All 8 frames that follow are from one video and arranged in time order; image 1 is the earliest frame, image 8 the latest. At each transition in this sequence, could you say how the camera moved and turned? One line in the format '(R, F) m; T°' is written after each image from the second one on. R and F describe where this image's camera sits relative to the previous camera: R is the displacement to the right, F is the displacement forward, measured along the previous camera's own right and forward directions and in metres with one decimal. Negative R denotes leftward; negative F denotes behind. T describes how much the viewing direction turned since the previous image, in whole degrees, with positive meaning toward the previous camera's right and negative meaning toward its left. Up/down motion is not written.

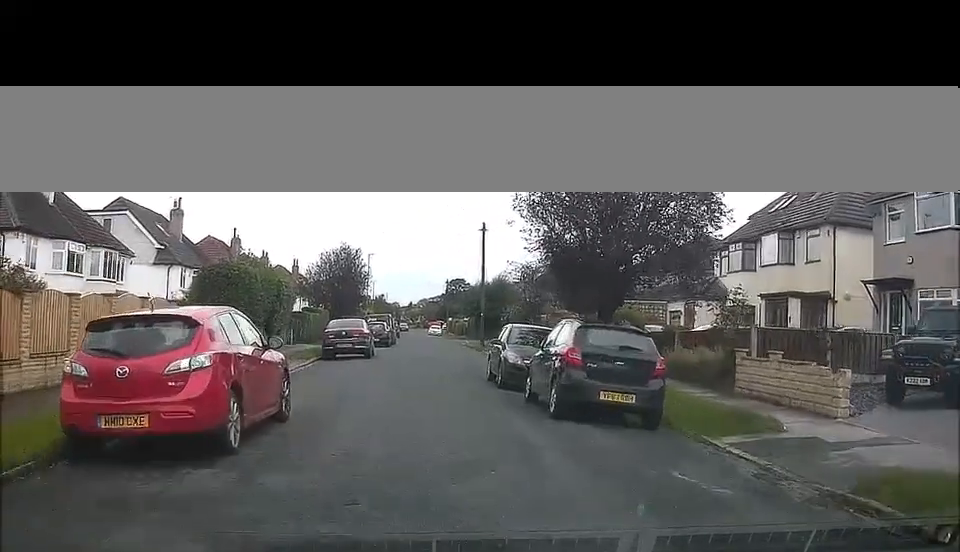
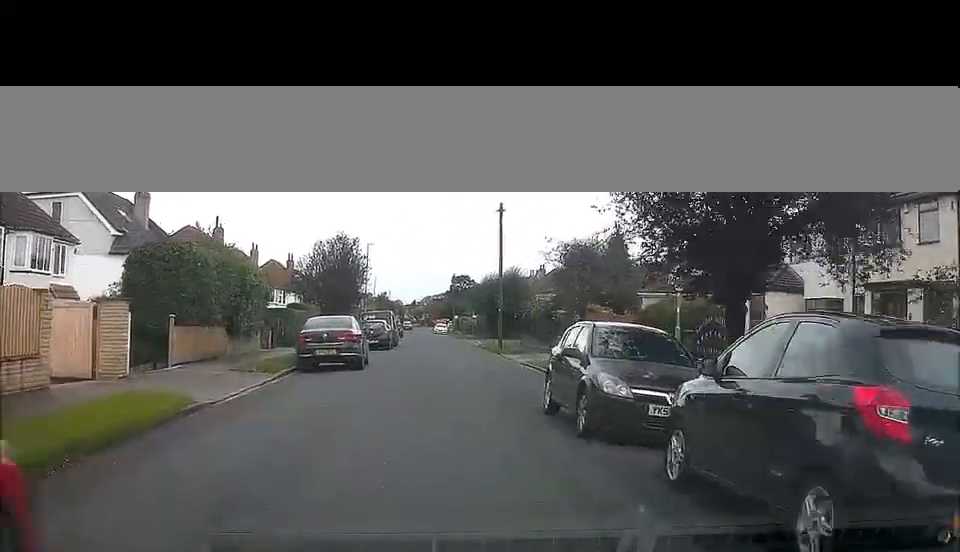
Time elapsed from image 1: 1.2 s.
(0.0, +8.2) m; -1°
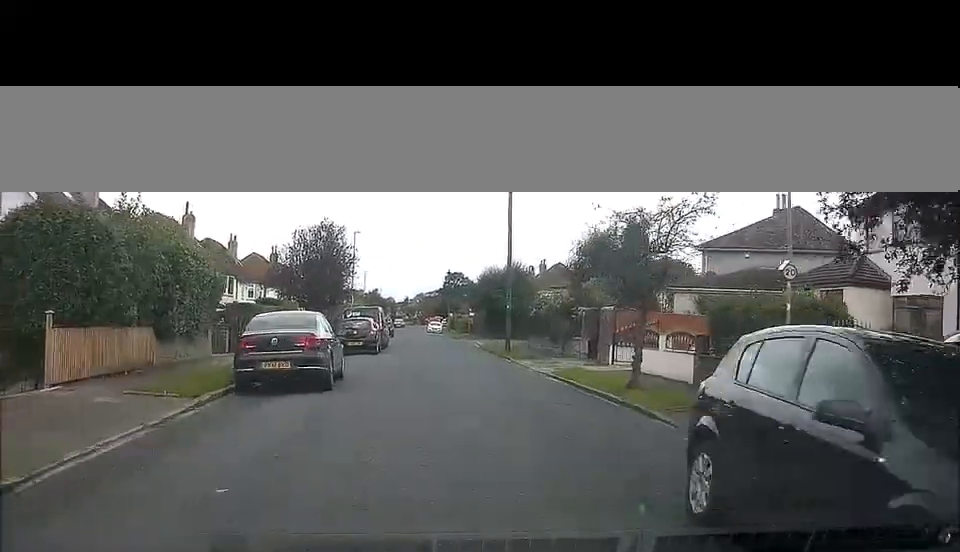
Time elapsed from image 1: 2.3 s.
(-0.1, +7.4) m; -1°
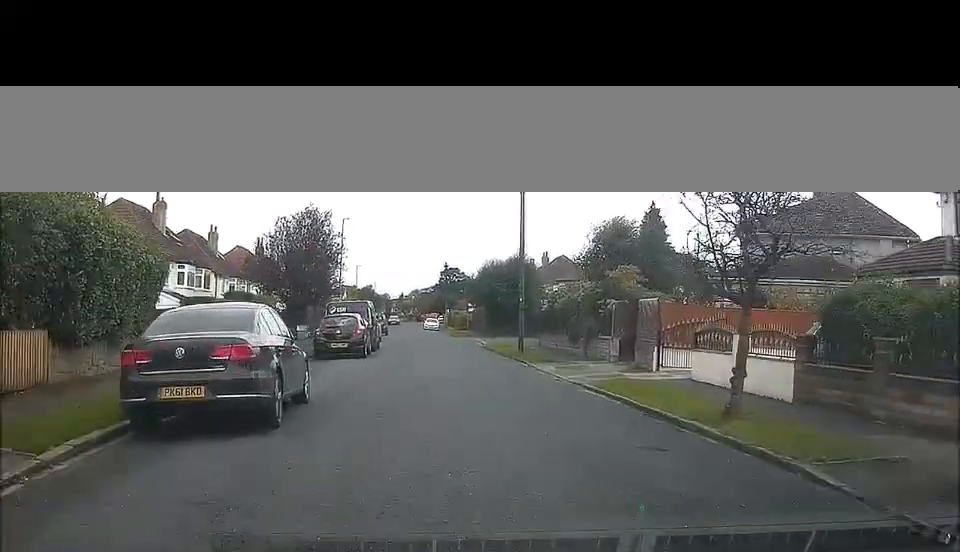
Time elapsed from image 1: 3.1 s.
(0.0, +6.3) m; 0°
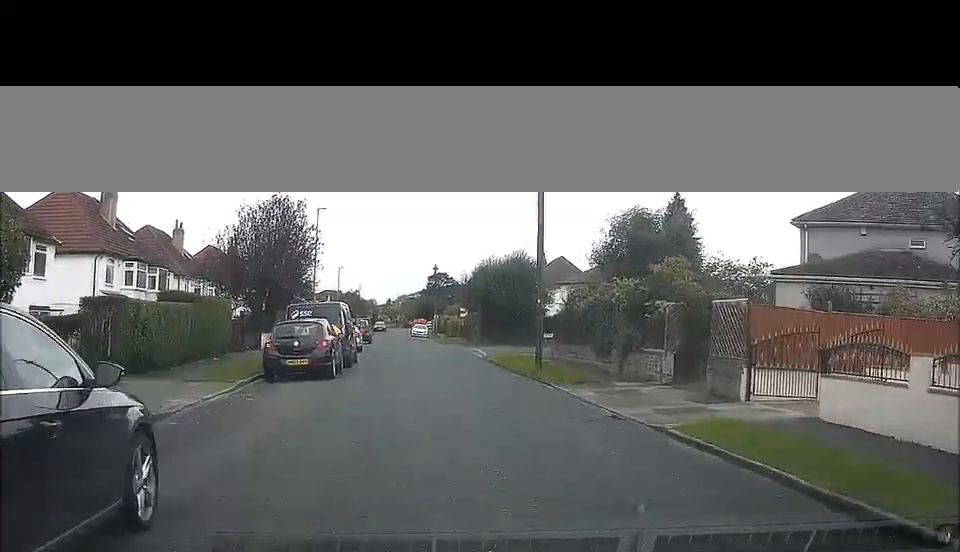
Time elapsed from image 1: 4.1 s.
(0.0, +7.8) m; 0°
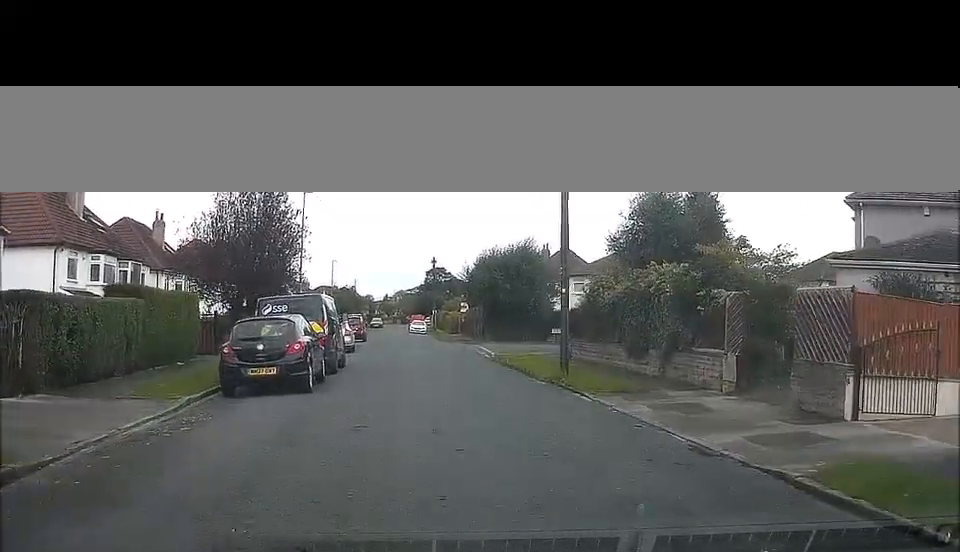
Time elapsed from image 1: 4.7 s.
(0.0, +4.7) m; 0°
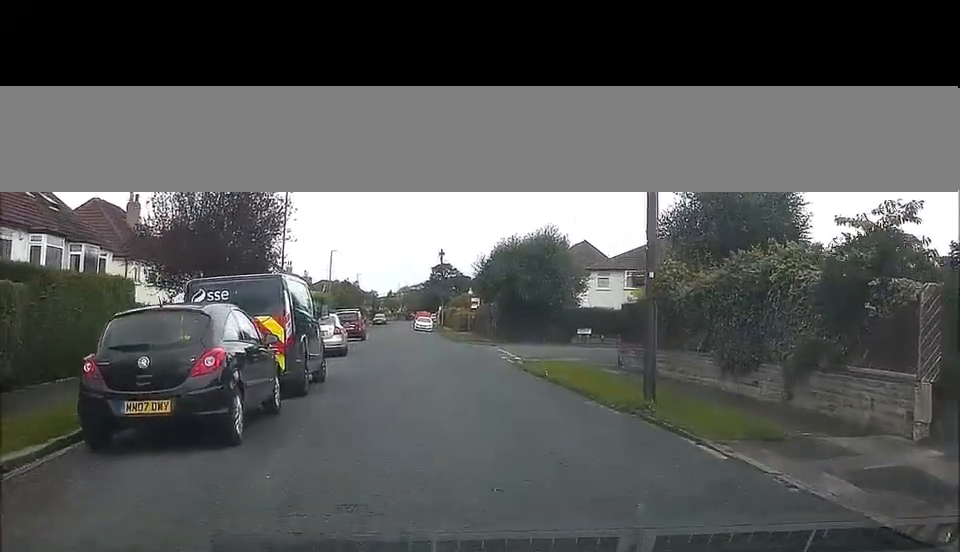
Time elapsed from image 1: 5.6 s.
(0.0, +7.4) m; -1°
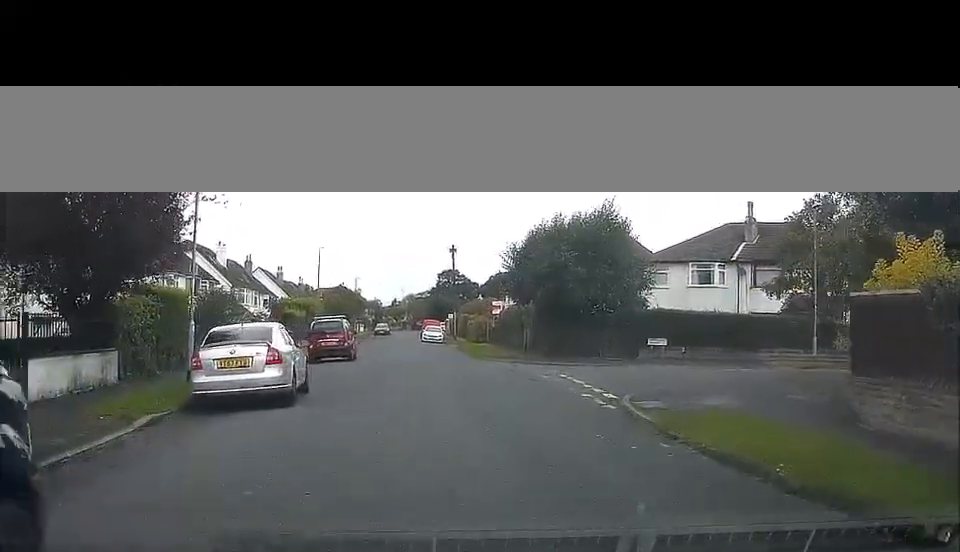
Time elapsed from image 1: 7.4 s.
(-0.3, +15.2) m; -2°
